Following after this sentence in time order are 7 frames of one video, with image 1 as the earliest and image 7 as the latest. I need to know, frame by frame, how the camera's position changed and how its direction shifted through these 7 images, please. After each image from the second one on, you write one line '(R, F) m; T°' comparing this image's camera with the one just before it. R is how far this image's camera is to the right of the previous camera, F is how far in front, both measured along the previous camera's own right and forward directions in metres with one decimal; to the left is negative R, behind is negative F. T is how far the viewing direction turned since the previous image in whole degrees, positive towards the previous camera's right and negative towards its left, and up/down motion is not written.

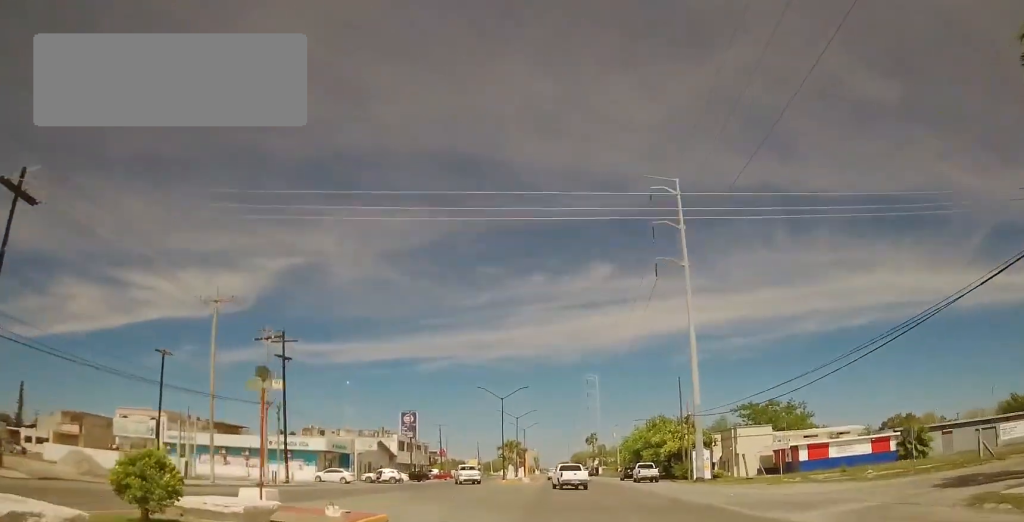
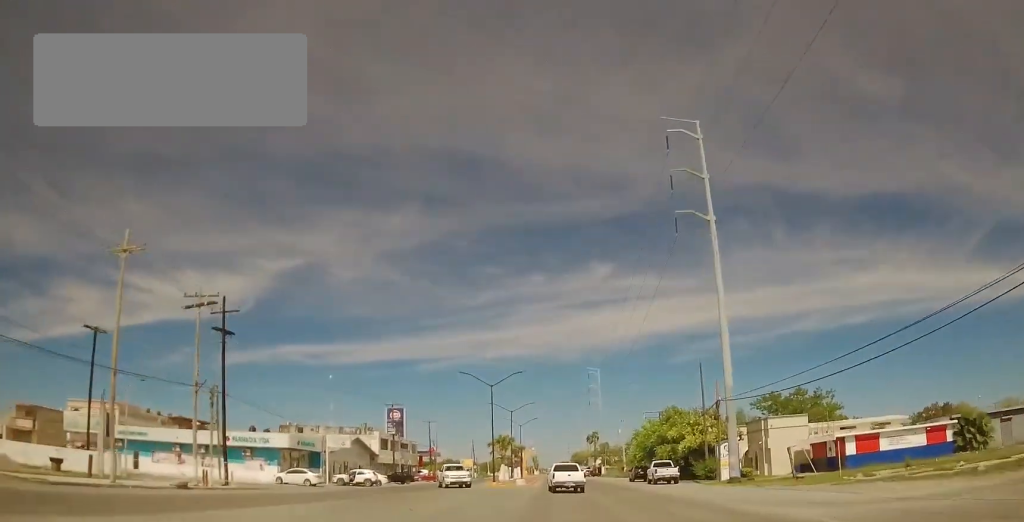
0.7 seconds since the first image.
(0.0, +10.3) m; 0°
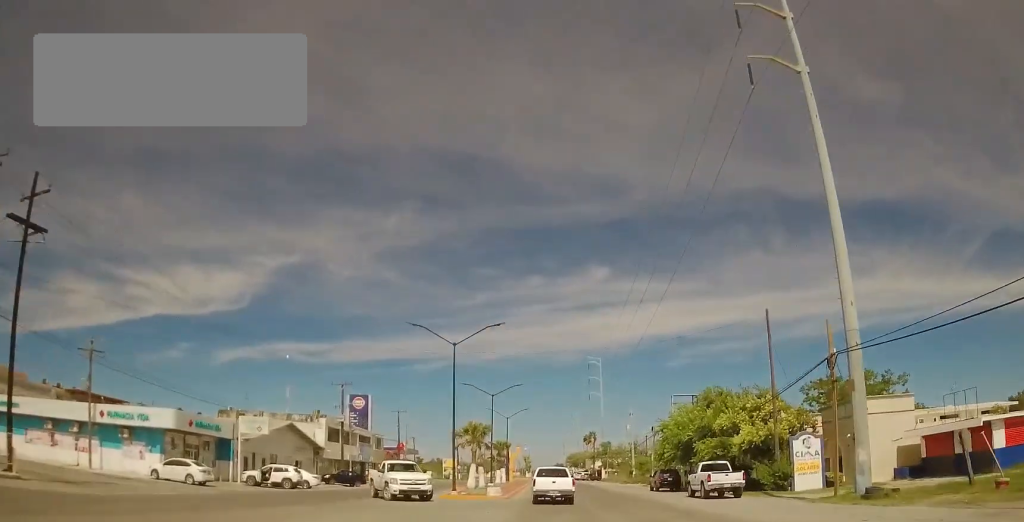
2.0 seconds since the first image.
(-0.2, +20.1) m; -1°
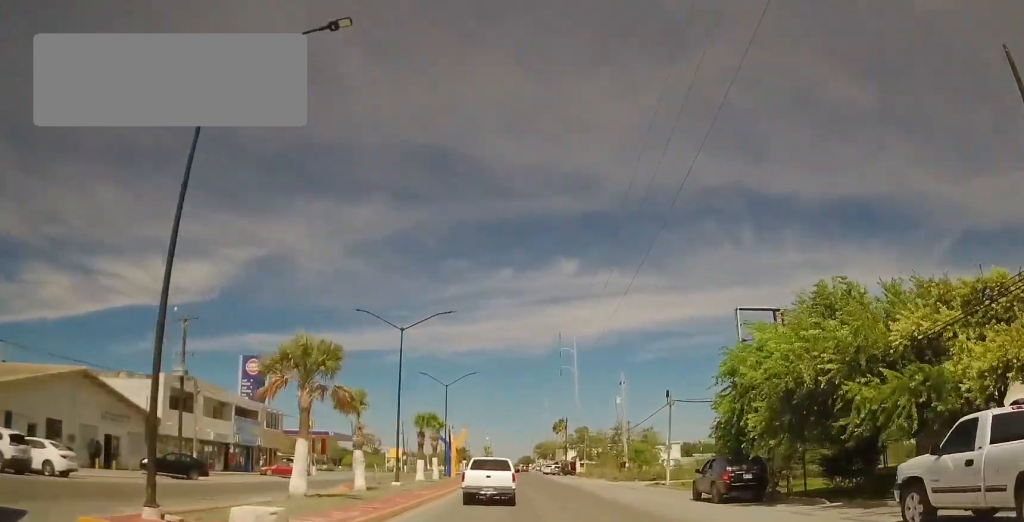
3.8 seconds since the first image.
(+0.4, +26.2) m; +1°
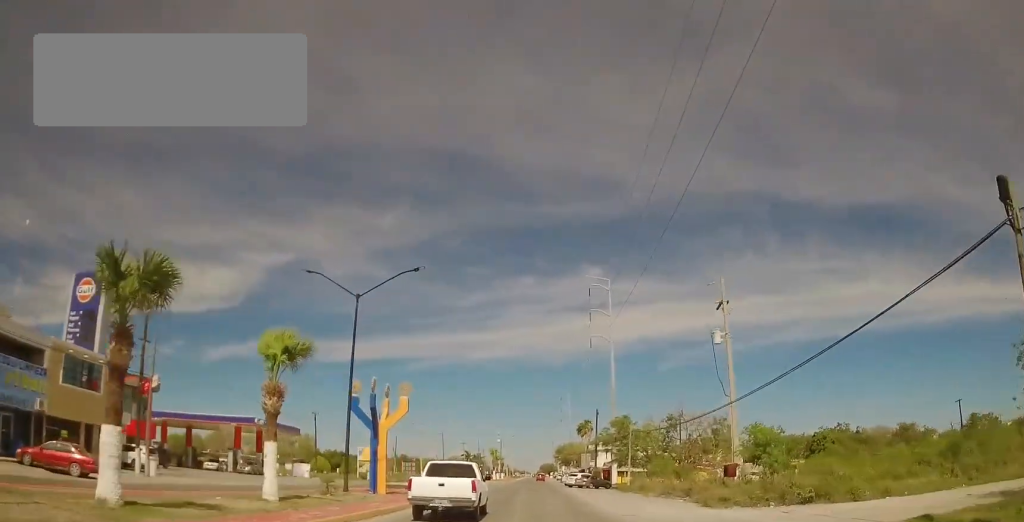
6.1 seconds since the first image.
(-0.1, +31.8) m; +2°
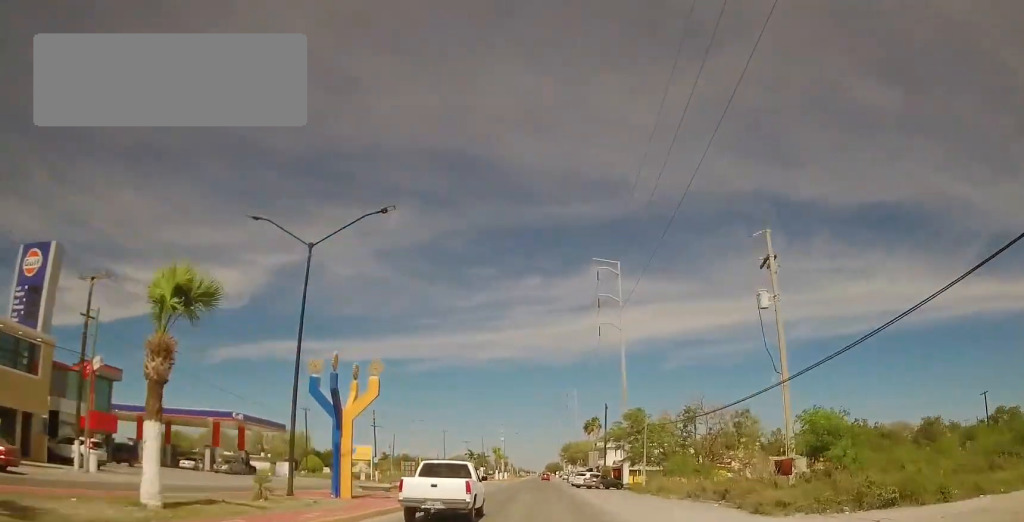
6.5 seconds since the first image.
(+0.3, +6.1) m; +1°
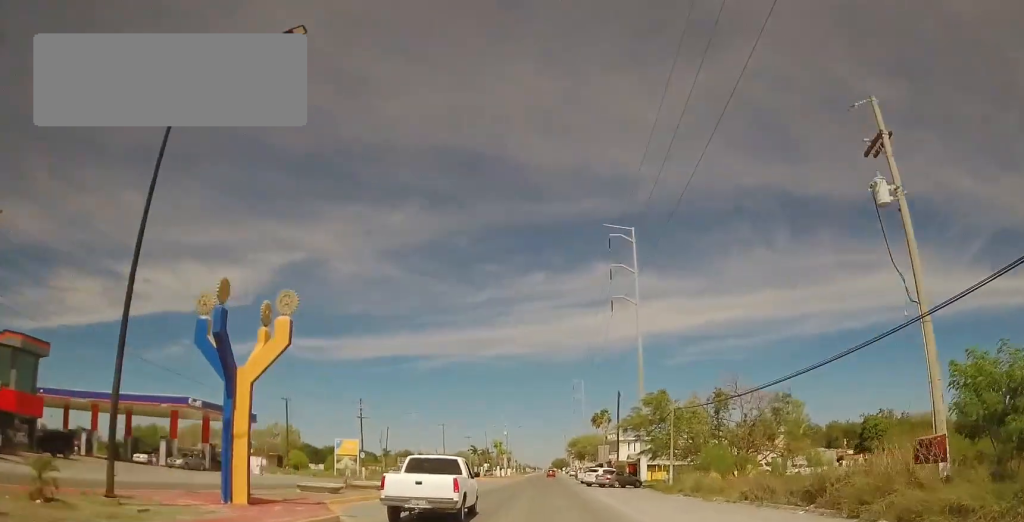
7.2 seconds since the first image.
(-0.3, +9.2) m; -3°
